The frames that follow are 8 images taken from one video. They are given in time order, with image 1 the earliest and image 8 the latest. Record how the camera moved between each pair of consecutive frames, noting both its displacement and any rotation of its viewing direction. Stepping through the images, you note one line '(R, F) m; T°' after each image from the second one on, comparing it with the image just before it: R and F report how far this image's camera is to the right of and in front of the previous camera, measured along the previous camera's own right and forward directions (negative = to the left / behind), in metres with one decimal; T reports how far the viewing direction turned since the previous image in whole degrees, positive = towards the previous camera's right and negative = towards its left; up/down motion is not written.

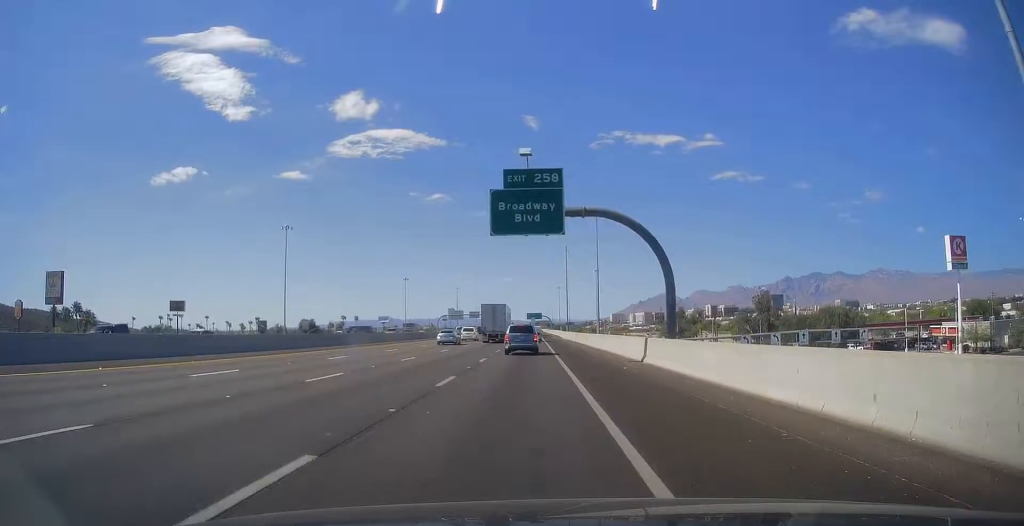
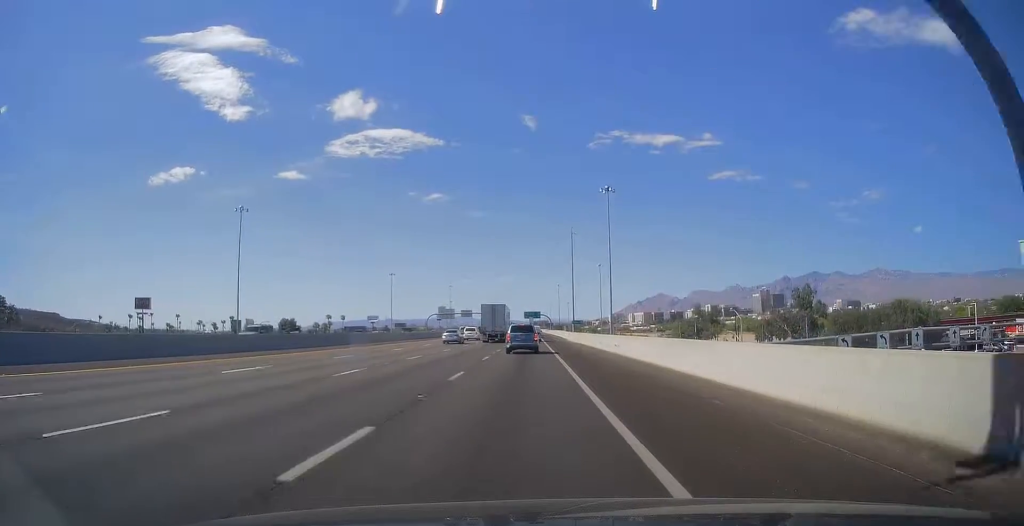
(-0.3, +22.3) m; 0°
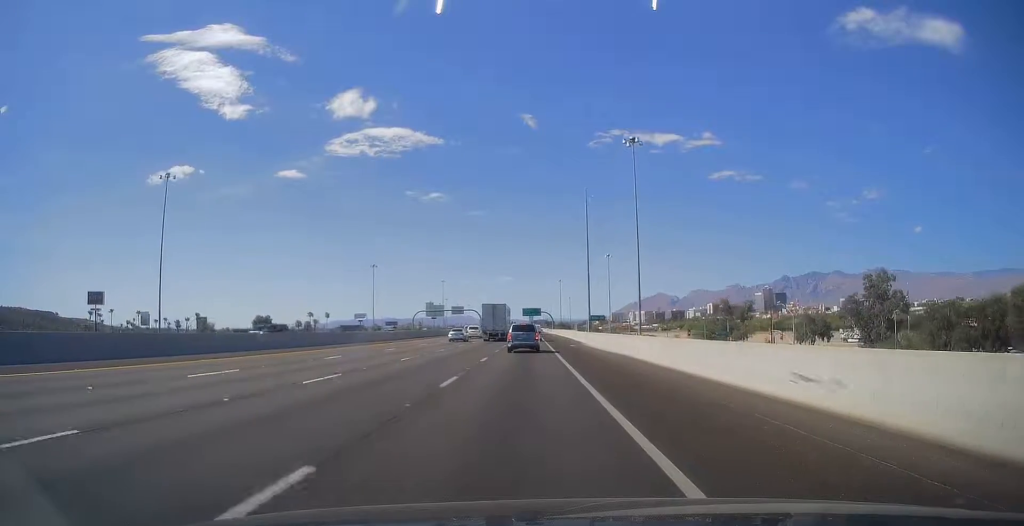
(+0.6, +26.9) m; +1°
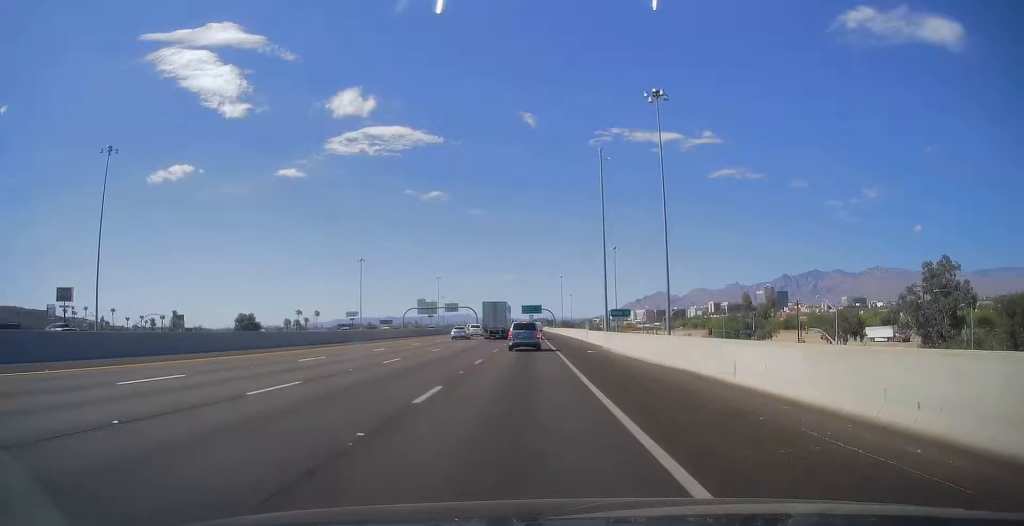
(0.0, +15.7) m; 0°
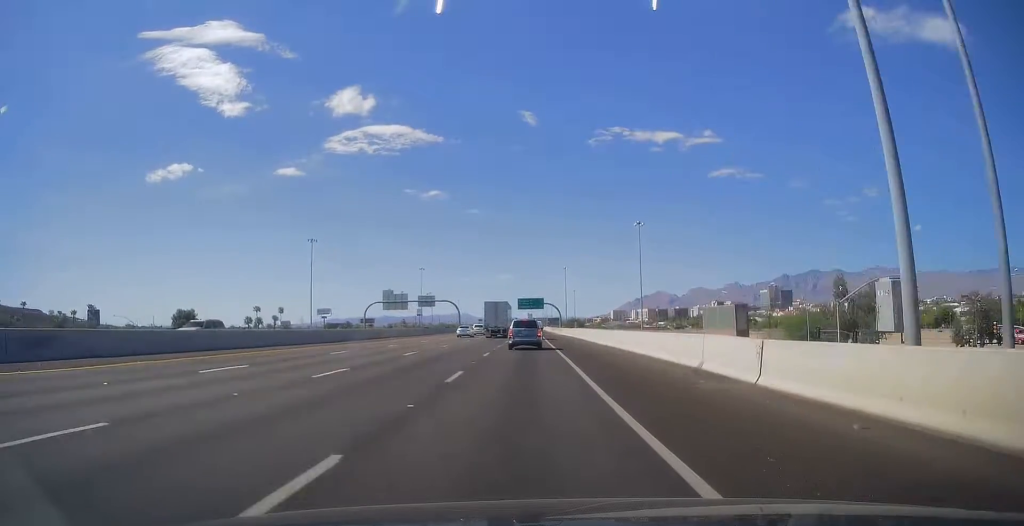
(0.0, +44.9) m; 0°
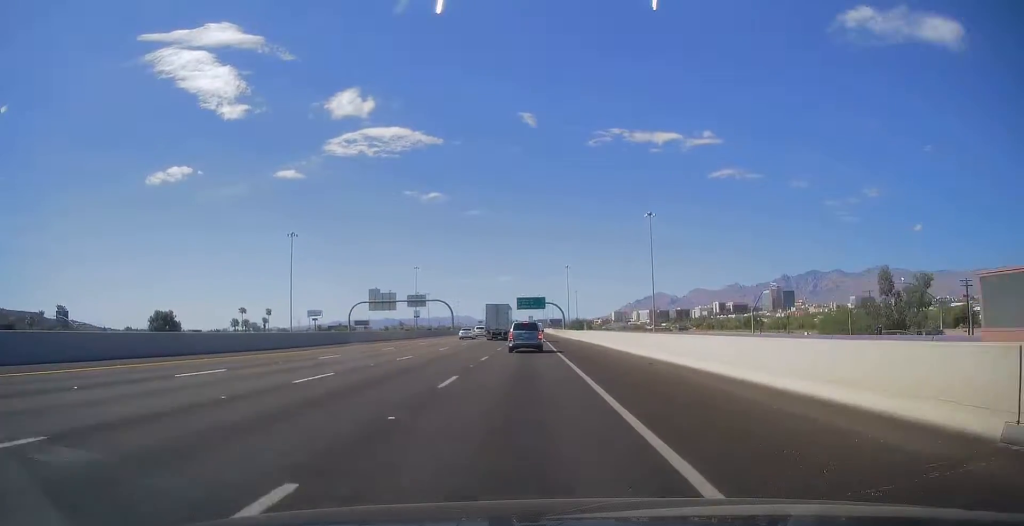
(0.0, +13.7) m; 0°
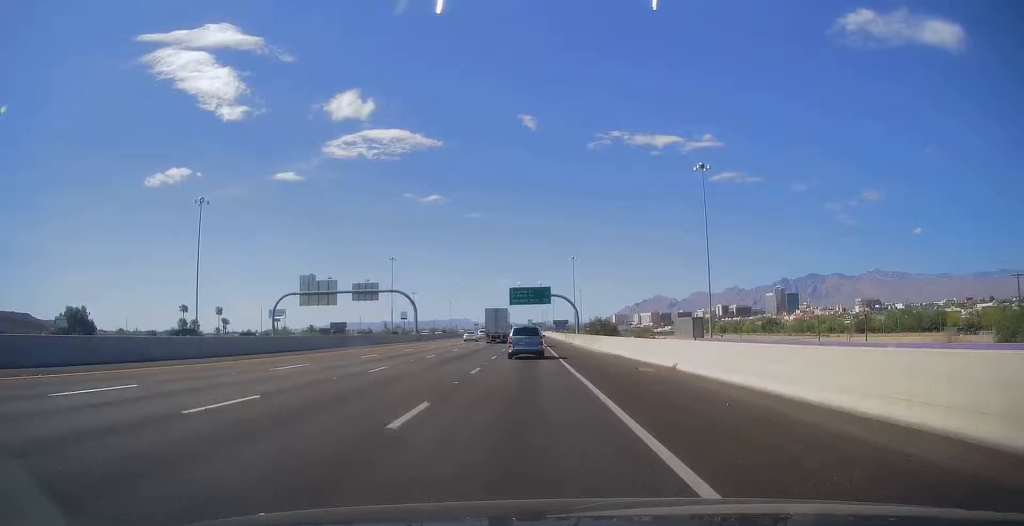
(-1.0, +42.3) m; -1°
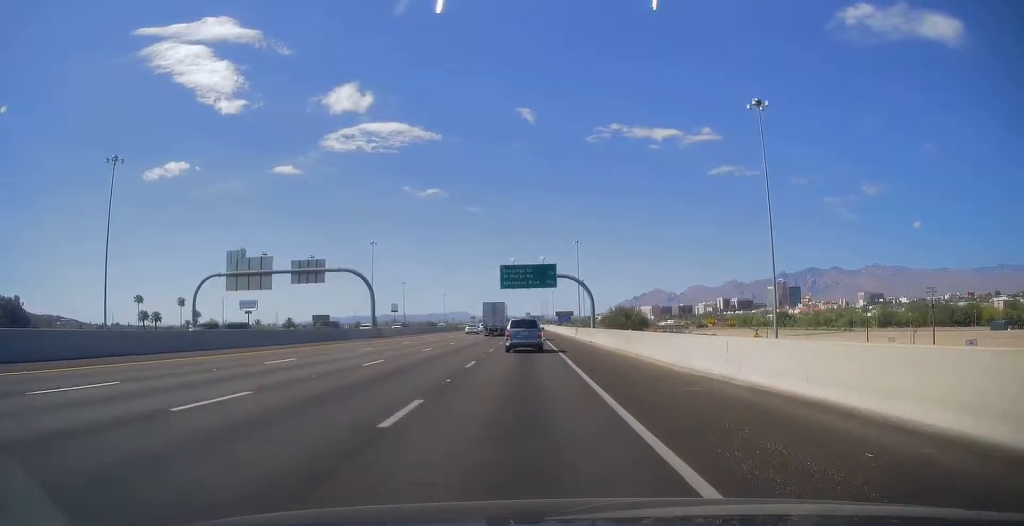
(+0.4, +24.9) m; +1°
